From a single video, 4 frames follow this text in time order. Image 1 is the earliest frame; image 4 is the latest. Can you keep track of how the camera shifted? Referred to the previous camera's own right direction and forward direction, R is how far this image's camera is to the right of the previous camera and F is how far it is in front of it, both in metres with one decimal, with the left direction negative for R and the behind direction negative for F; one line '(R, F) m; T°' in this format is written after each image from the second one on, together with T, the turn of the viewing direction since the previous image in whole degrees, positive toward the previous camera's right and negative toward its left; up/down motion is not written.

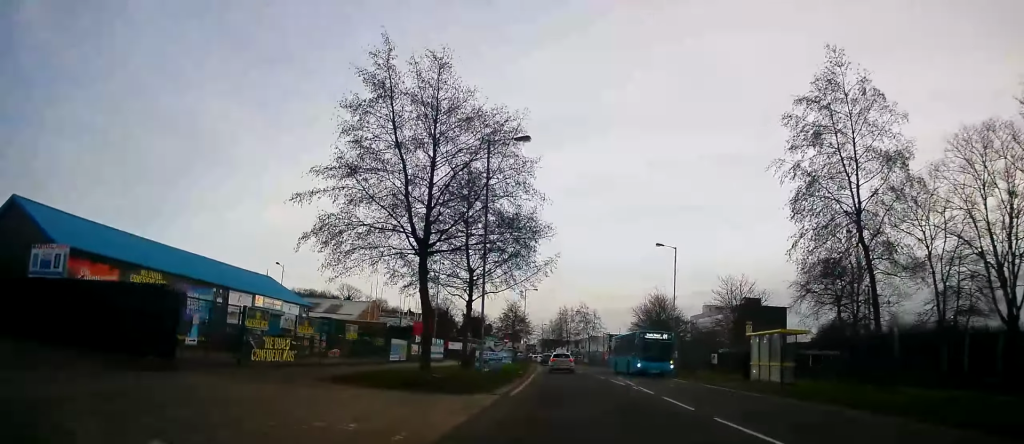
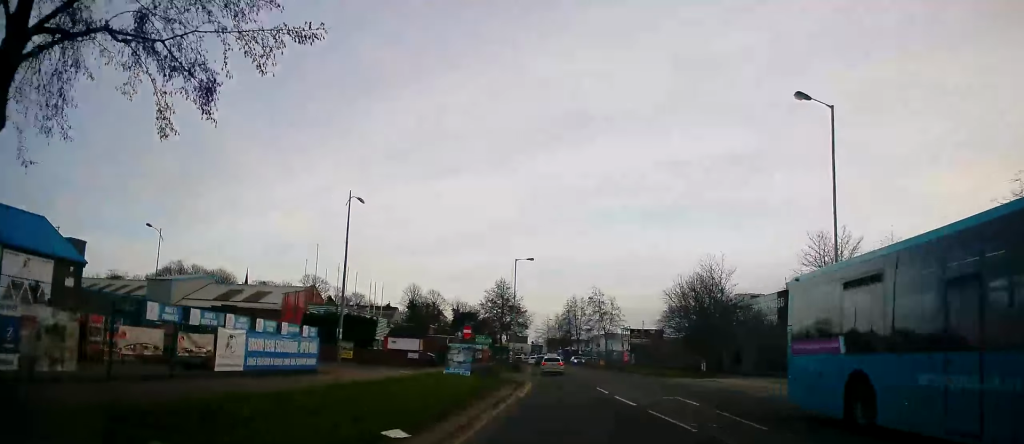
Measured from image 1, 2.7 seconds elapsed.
(+0.1, +27.9) m; 0°
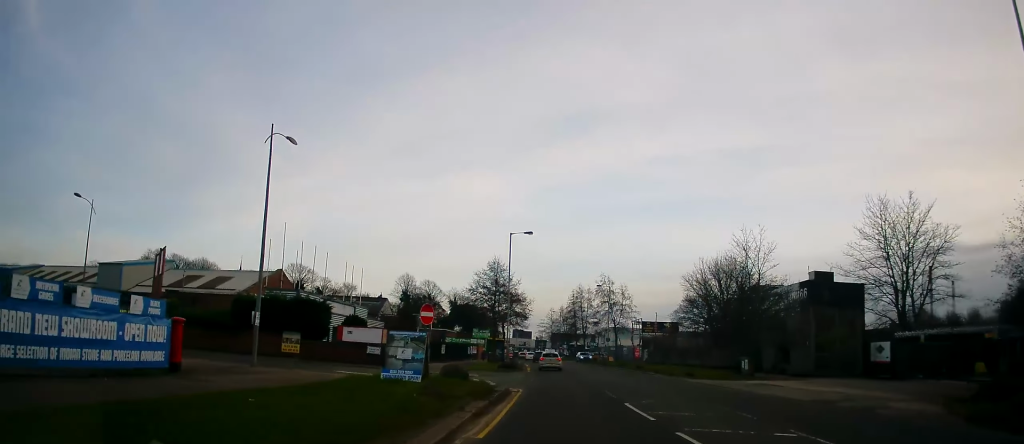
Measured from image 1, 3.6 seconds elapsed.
(-0.2, +10.2) m; -3°
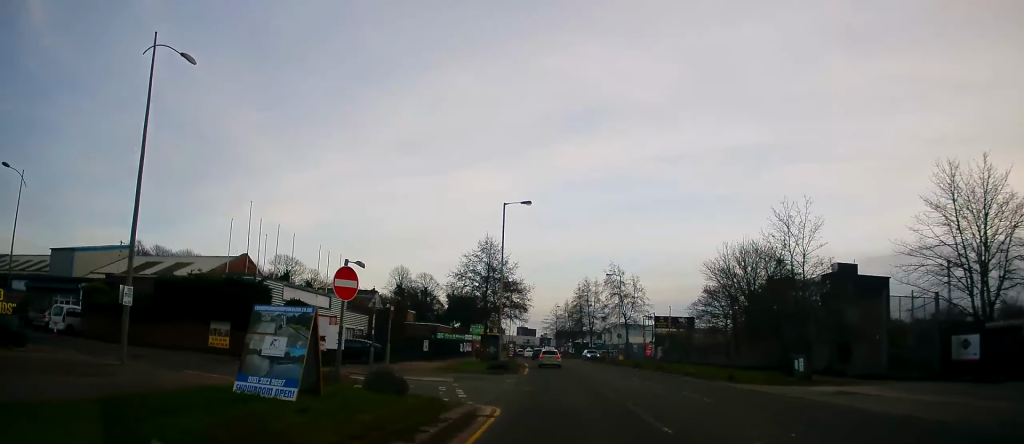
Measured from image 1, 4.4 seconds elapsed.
(-0.2, +8.5) m; 0°
